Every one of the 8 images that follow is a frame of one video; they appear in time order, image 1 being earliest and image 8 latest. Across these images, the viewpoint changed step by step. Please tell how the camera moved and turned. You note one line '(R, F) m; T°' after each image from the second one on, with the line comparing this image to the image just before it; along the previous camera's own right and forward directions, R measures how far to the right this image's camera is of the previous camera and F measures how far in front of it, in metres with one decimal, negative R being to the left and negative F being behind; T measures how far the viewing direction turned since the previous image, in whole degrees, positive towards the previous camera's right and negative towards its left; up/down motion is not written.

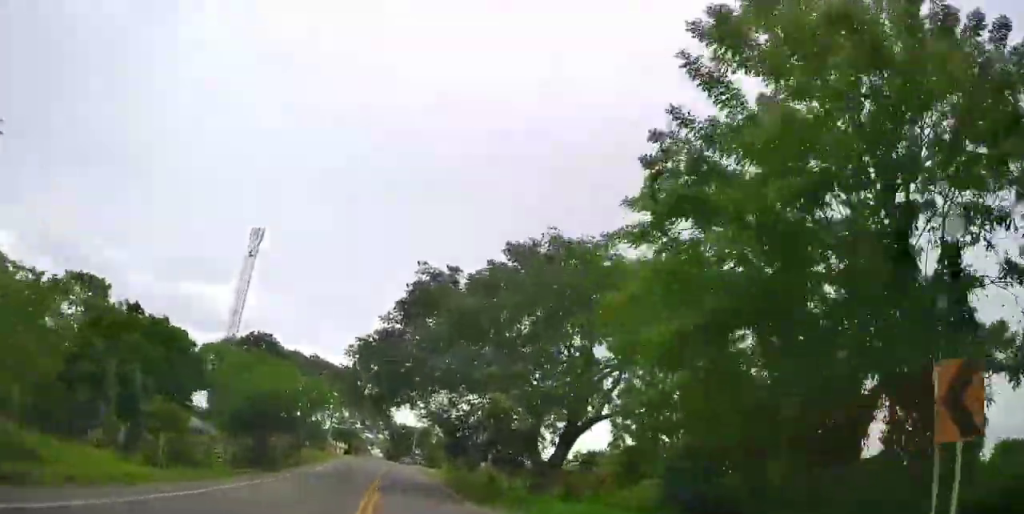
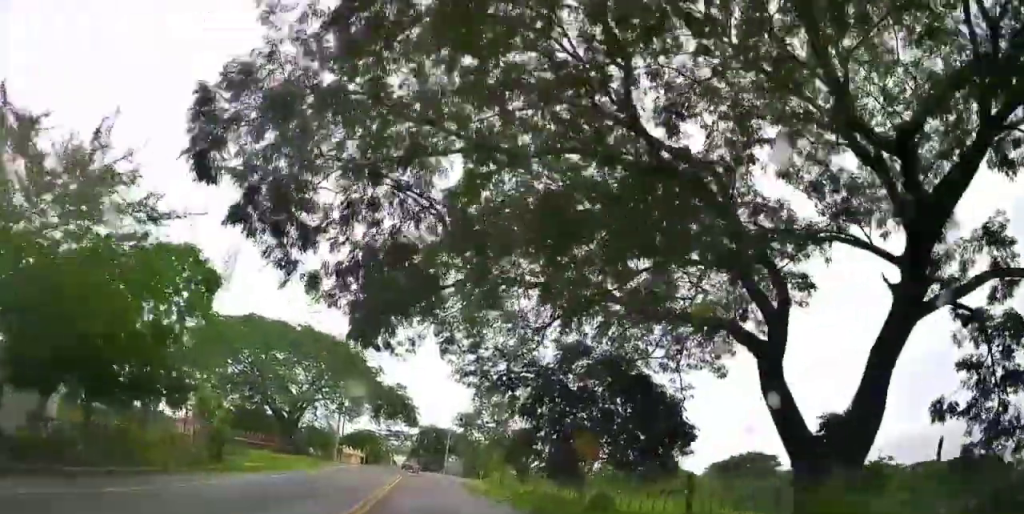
(-1.3, +22.8) m; -9°
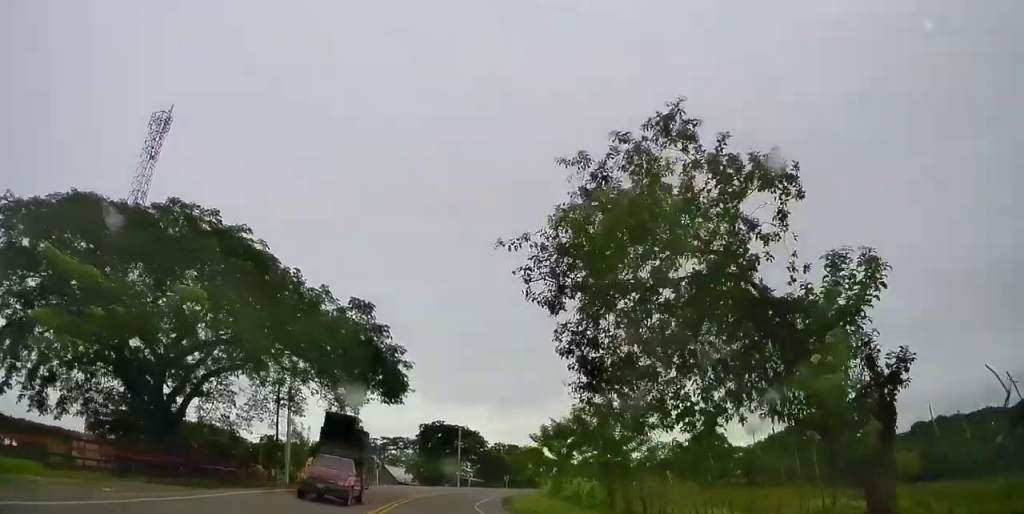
(-1.9, +29.4) m; -4°
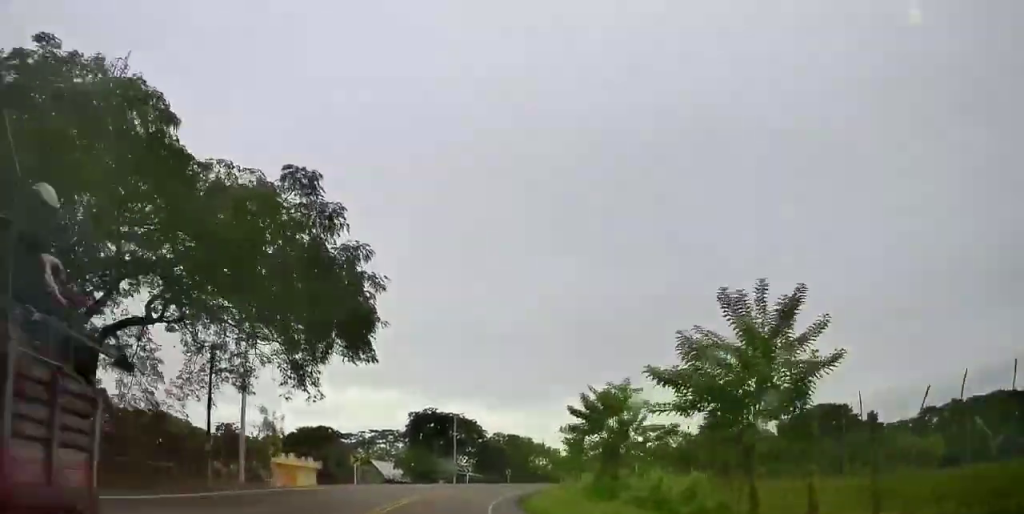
(+0.7, +10.5) m; -1°
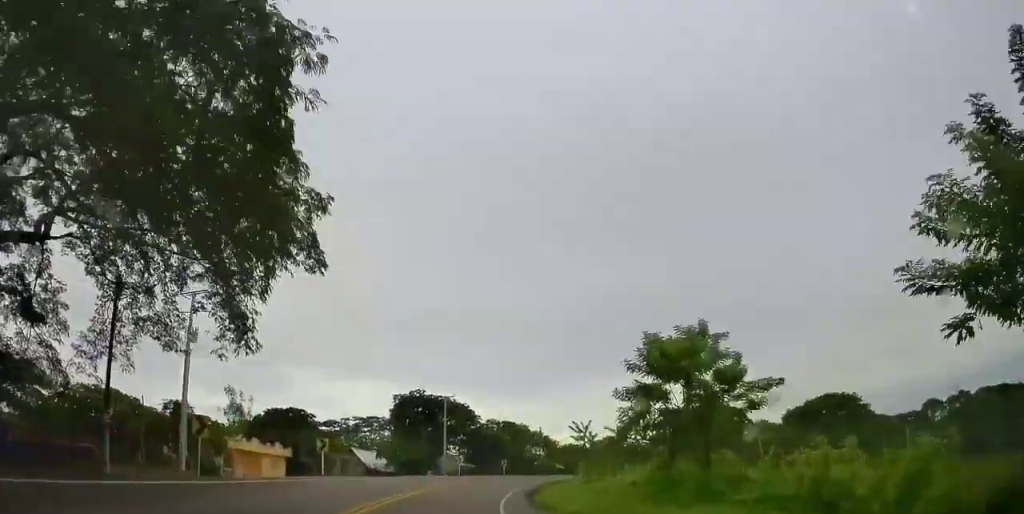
(-0.7, +8.5) m; -1°
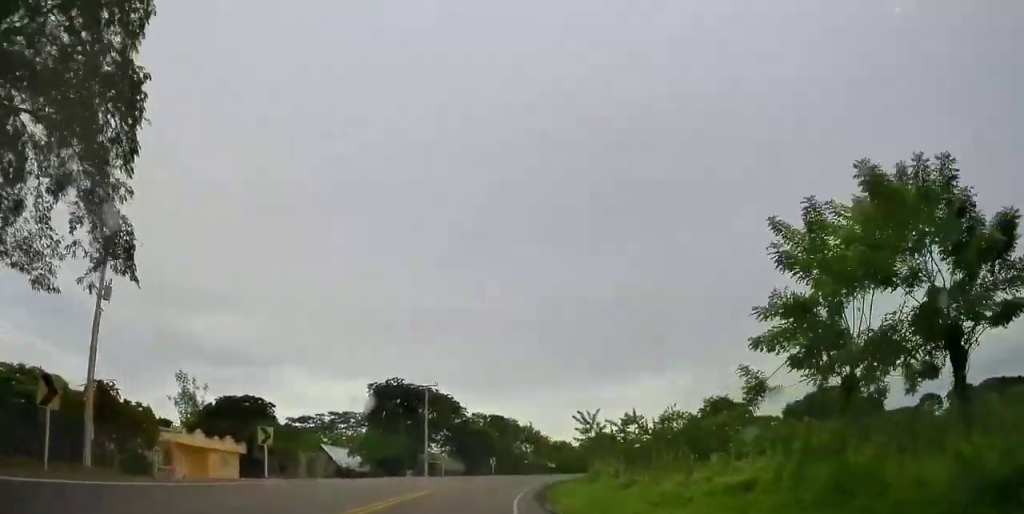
(-0.5, +8.5) m; -1°
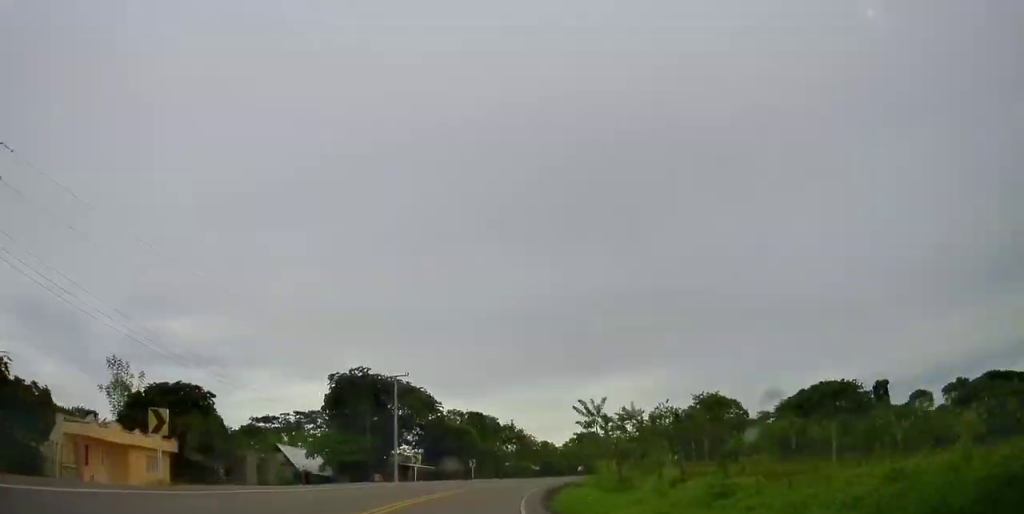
(+0.3, +8.6) m; +2°
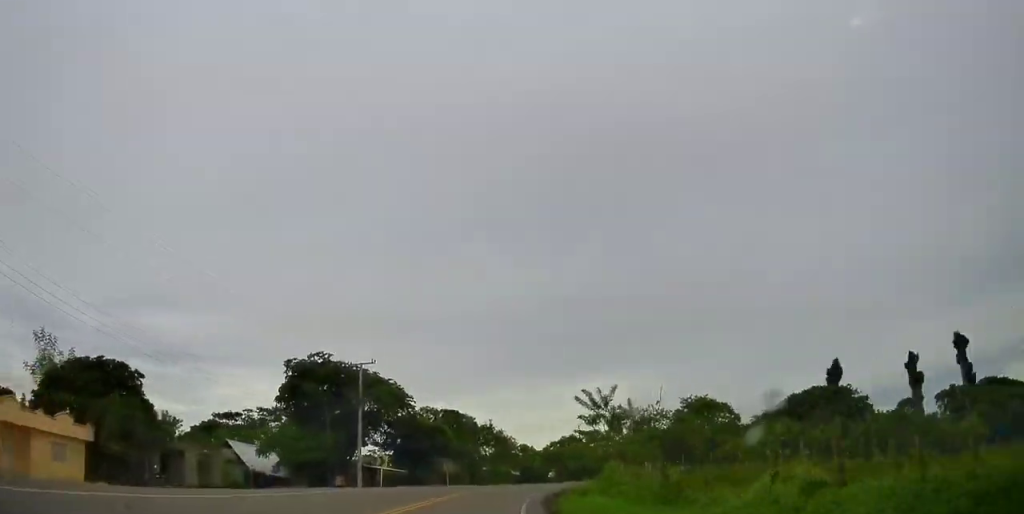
(0.0, +7.3) m; +2°
